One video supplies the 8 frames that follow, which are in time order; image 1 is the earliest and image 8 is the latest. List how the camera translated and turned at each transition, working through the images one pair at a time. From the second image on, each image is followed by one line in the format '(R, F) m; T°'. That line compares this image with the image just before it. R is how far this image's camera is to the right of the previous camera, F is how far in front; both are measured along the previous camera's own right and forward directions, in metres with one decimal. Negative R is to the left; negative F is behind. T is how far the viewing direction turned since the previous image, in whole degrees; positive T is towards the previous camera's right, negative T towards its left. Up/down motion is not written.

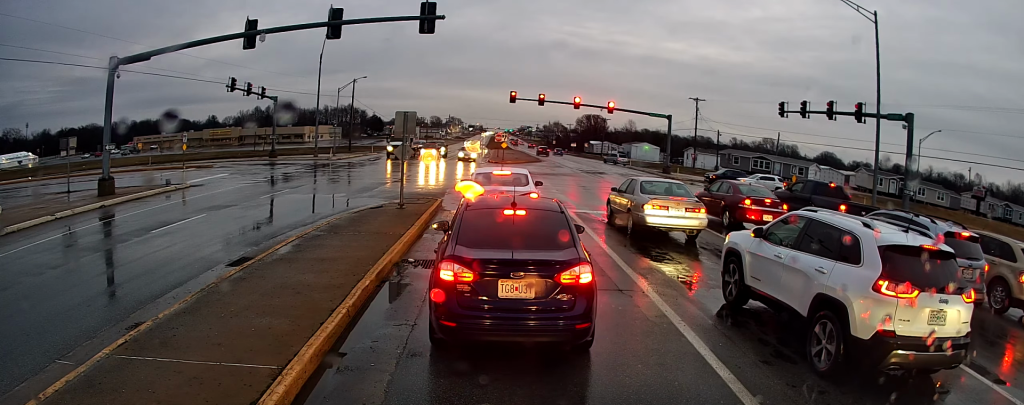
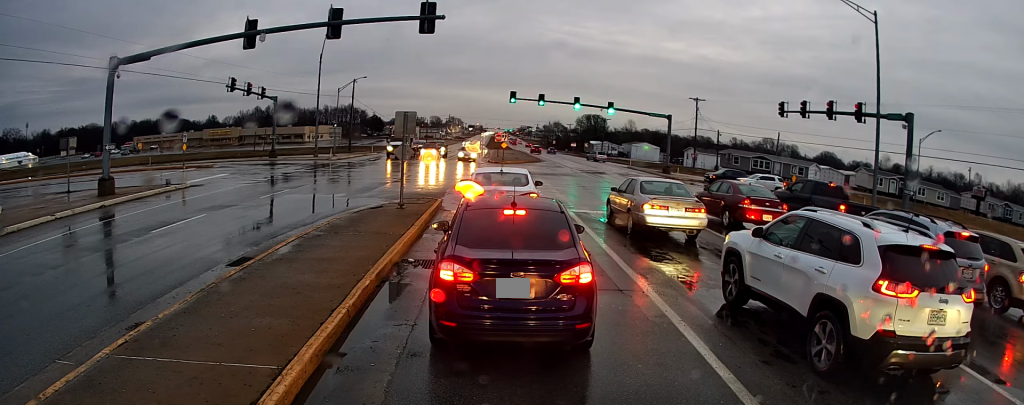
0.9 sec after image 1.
(0.0, 0.0) m; 0°
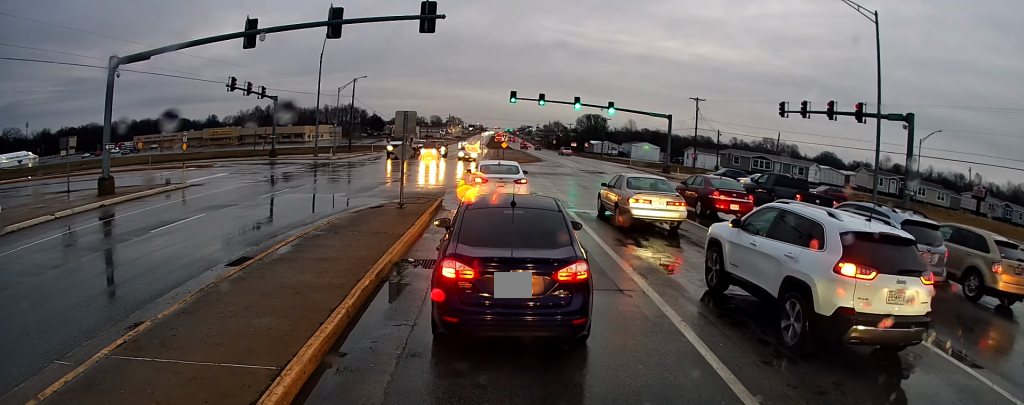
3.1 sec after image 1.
(+0.1, +0.3) m; 0°
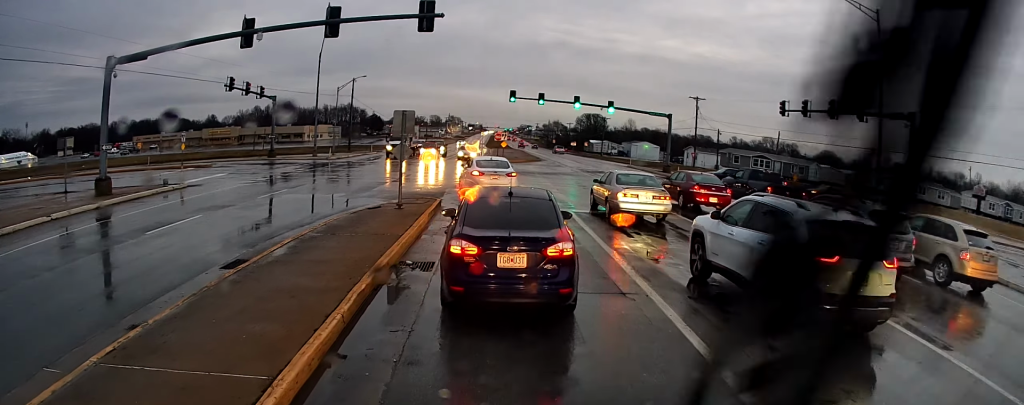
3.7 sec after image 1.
(0.0, +0.2) m; 0°
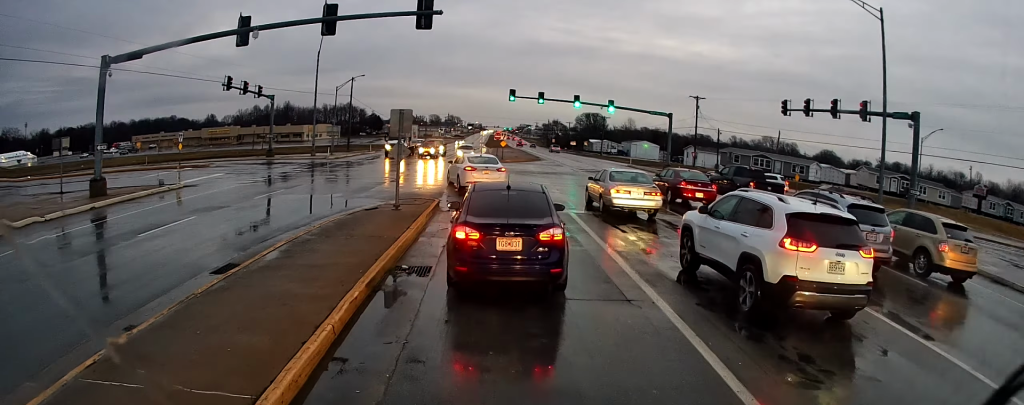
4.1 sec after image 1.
(0.0, +0.1) m; 0°
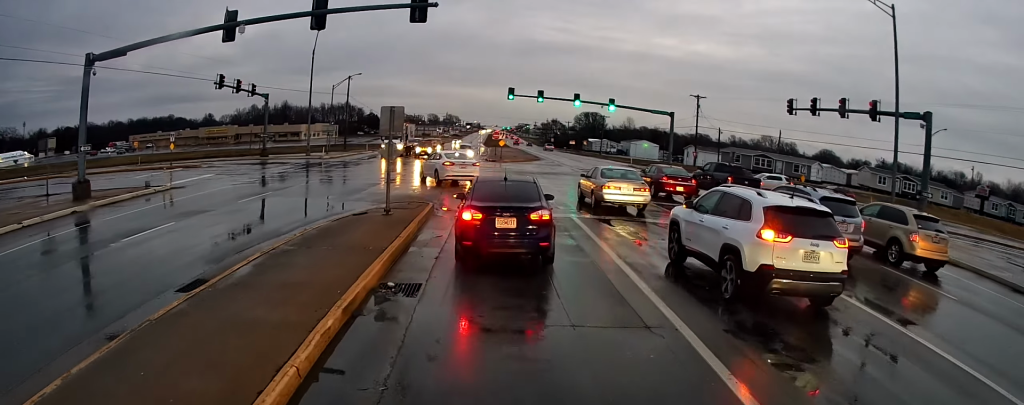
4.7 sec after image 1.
(+0.1, +0.7) m; 0°
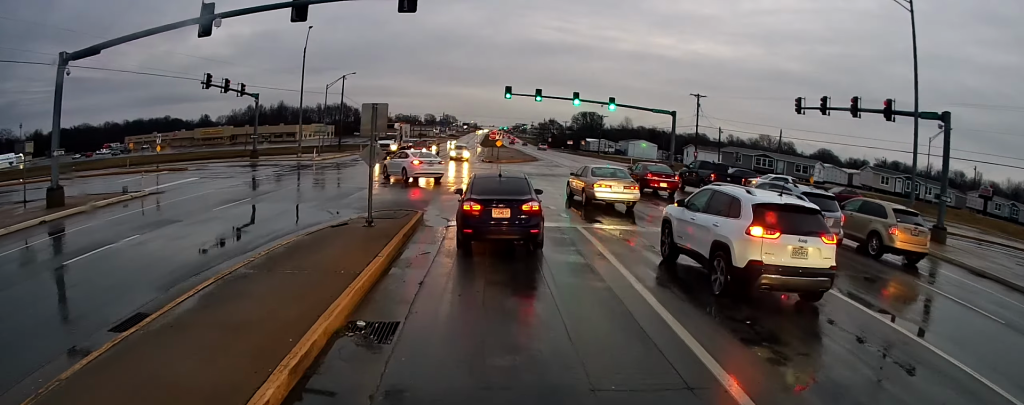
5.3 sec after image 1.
(+0.1, +0.9) m; 0°
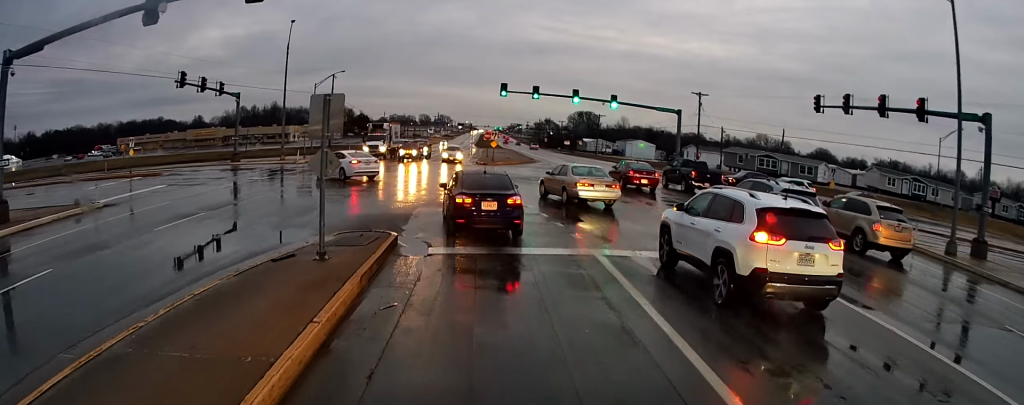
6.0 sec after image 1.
(-0.1, +2.6) m; -2°
